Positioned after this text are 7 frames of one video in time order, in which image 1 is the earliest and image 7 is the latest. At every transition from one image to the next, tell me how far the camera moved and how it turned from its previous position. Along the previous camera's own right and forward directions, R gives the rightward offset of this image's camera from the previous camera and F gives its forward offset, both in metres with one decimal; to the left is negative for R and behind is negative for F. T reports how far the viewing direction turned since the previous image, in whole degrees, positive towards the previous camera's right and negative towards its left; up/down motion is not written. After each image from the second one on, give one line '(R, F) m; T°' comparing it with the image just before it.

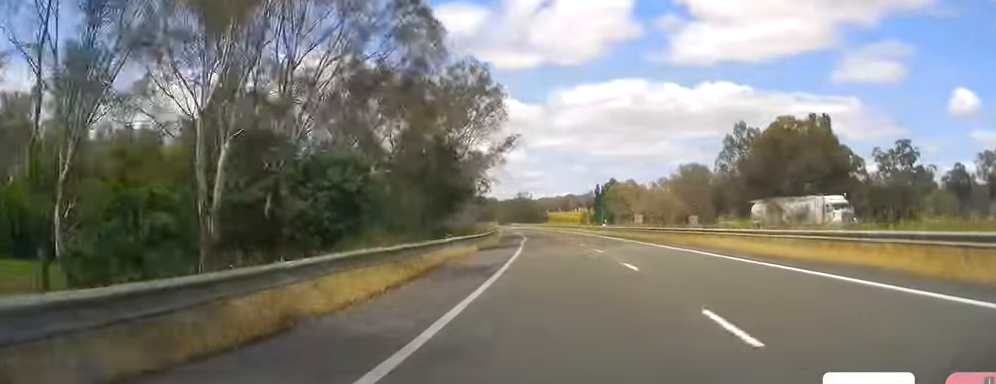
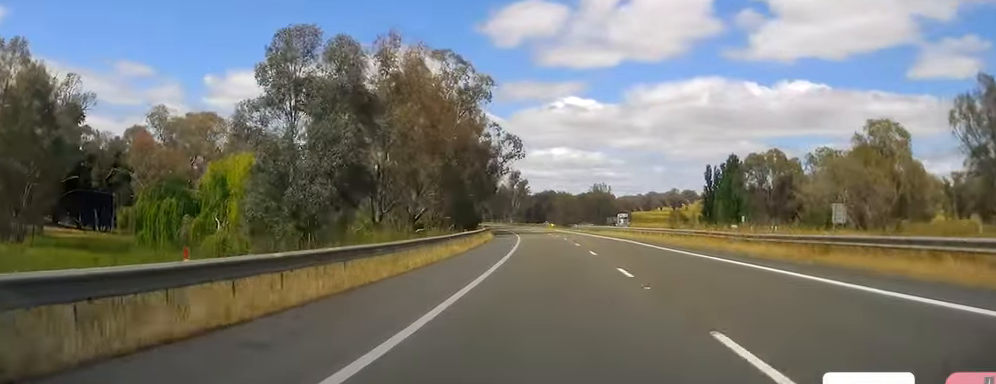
(-5.1, +97.8) m; -7°
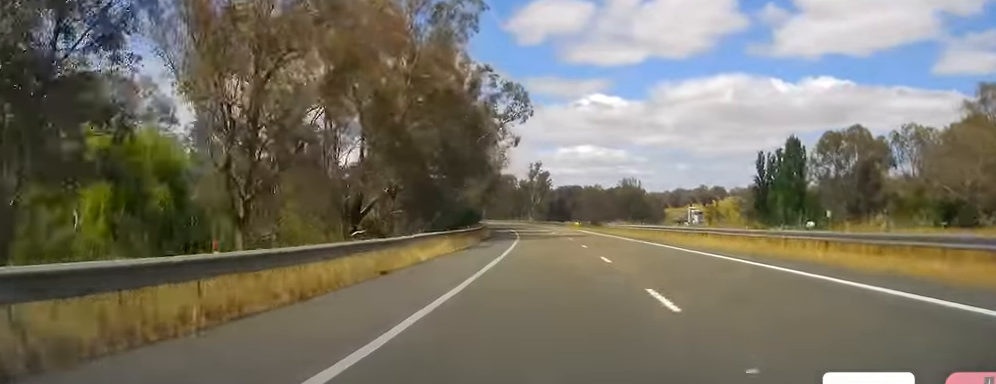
(-1.1, +31.2) m; -3°
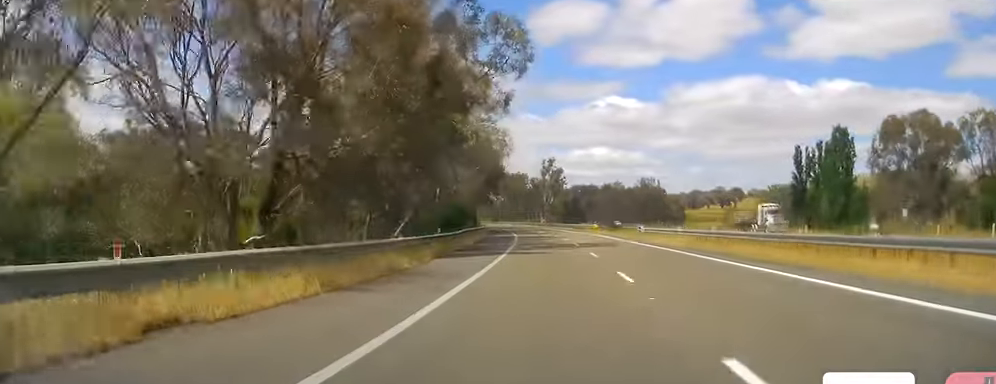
(-0.2, +18.5) m; -1°
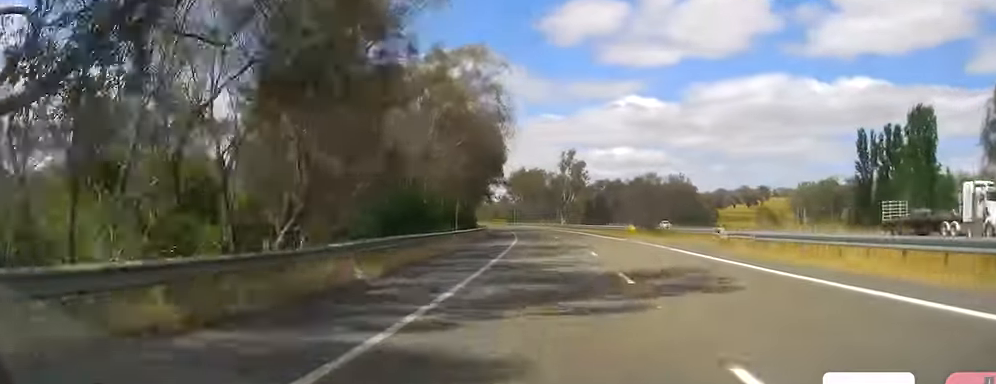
(-0.1, +24.3) m; -1°
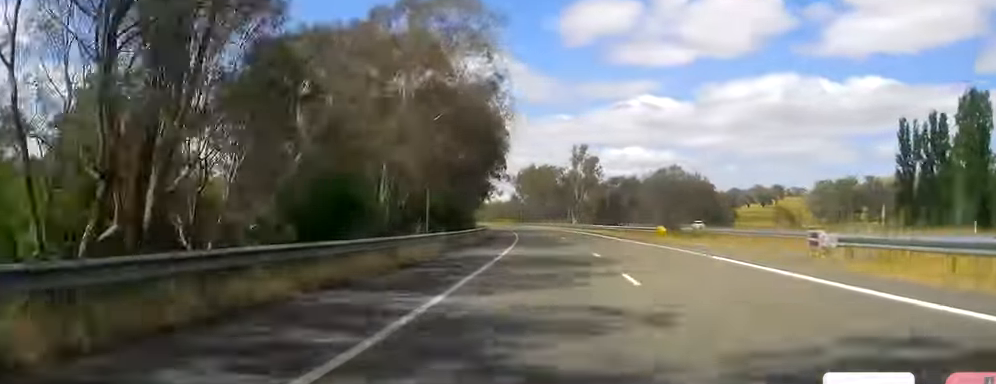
(+0.2, +12.6) m; -1°
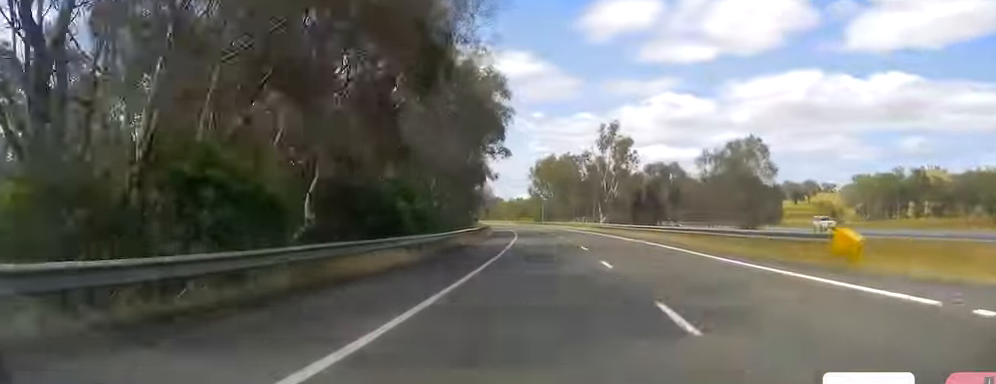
(-1.0, +30.0) m; -2°
